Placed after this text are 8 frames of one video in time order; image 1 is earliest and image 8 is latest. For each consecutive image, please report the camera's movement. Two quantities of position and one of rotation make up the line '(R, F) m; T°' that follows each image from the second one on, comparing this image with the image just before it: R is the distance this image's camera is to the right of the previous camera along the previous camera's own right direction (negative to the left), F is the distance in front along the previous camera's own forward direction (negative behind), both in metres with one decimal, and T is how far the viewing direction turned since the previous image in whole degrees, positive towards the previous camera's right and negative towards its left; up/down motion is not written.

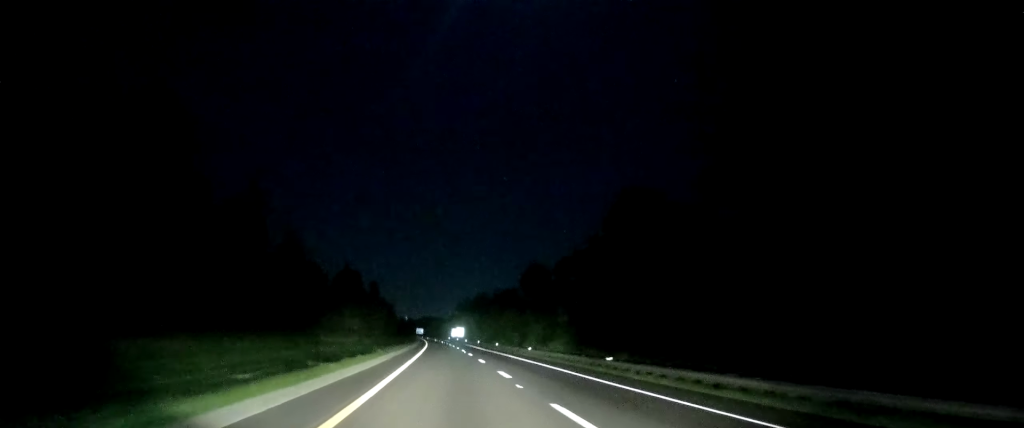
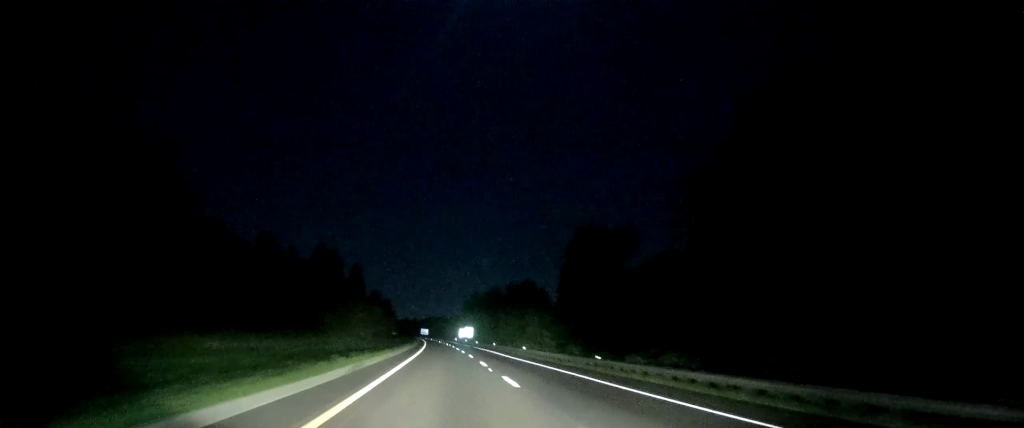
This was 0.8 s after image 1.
(+0.1, +27.5) m; 0°
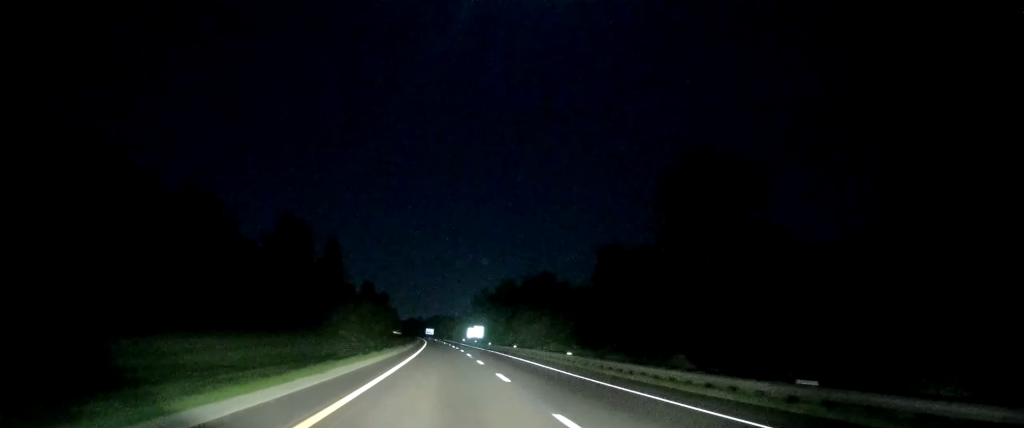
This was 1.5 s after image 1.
(0.0, +22.3) m; 0°
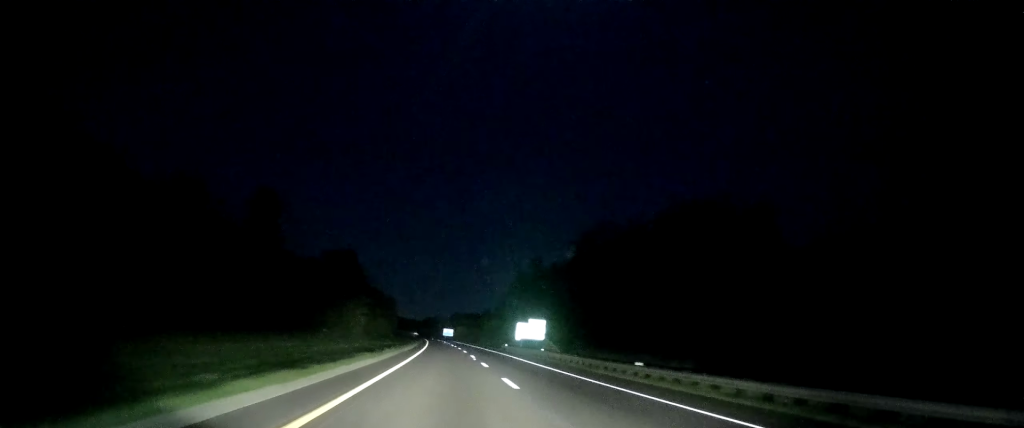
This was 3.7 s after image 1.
(-1.5, +75.5) m; -2°
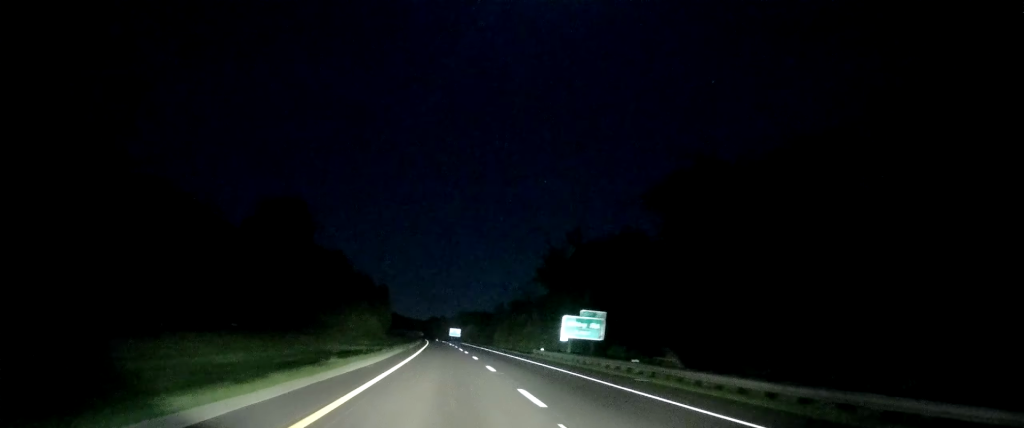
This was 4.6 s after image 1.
(0.0, +28.3) m; -1°
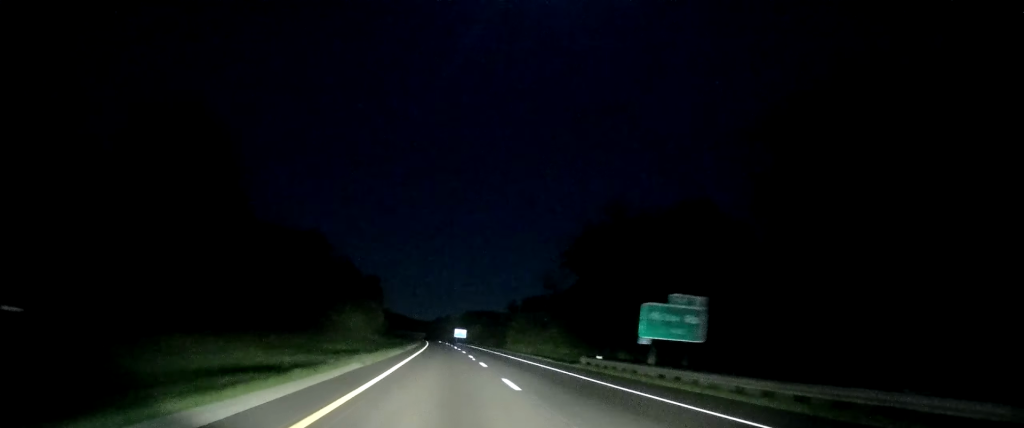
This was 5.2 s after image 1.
(+0.1, +20.4) m; -1°
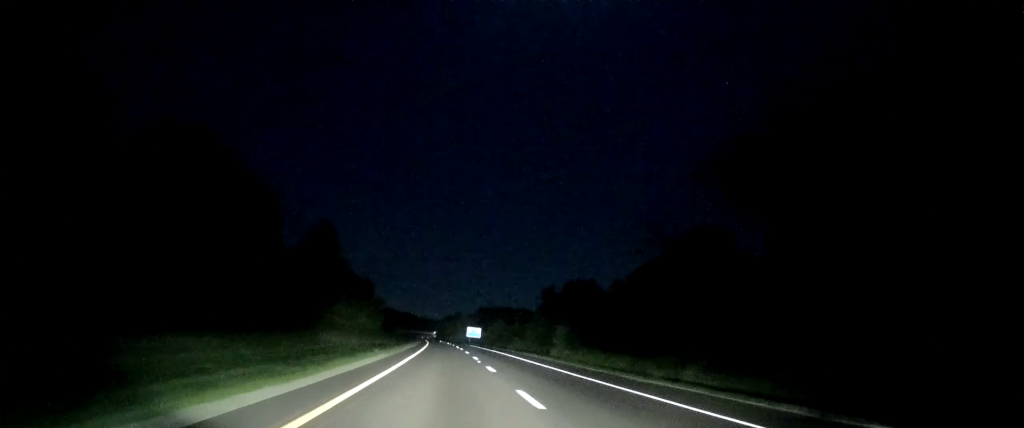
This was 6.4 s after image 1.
(-1.0, +42.2) m; -1°
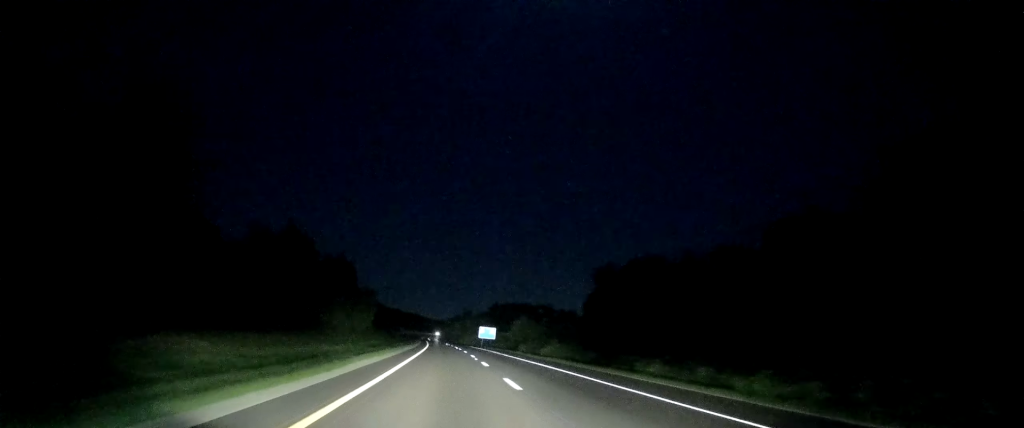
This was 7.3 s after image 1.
(+0.1, +32.0) m; 0°
